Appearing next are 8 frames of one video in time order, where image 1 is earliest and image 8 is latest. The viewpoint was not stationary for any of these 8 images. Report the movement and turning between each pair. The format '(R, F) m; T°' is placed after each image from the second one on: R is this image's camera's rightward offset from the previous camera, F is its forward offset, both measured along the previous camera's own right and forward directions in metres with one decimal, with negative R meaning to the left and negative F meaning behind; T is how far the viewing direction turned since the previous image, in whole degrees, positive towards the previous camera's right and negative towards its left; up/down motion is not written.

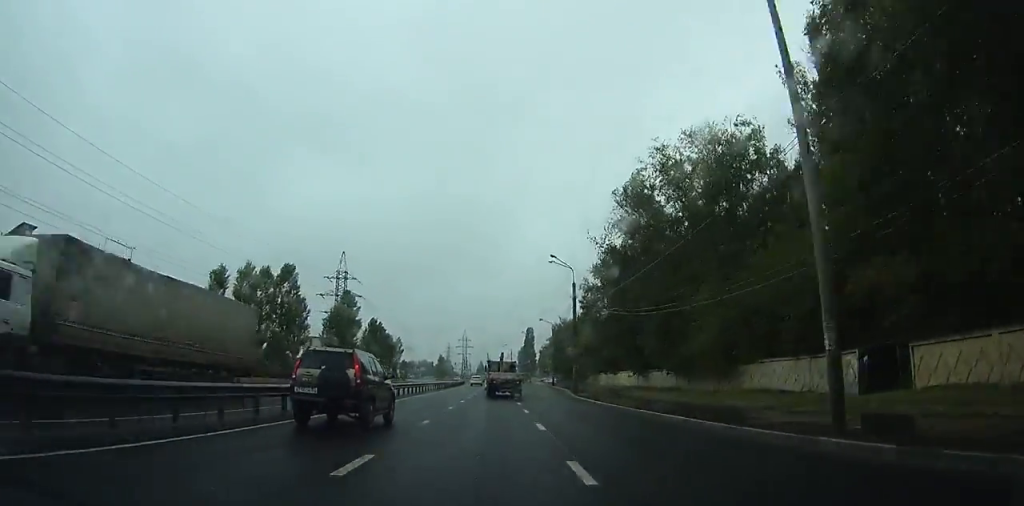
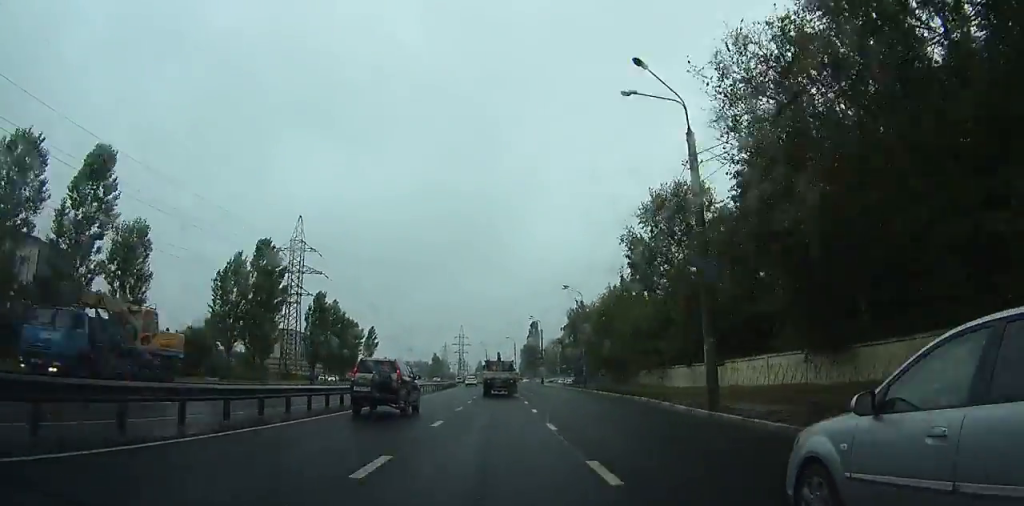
(-3.1, +33.0) m; -3°
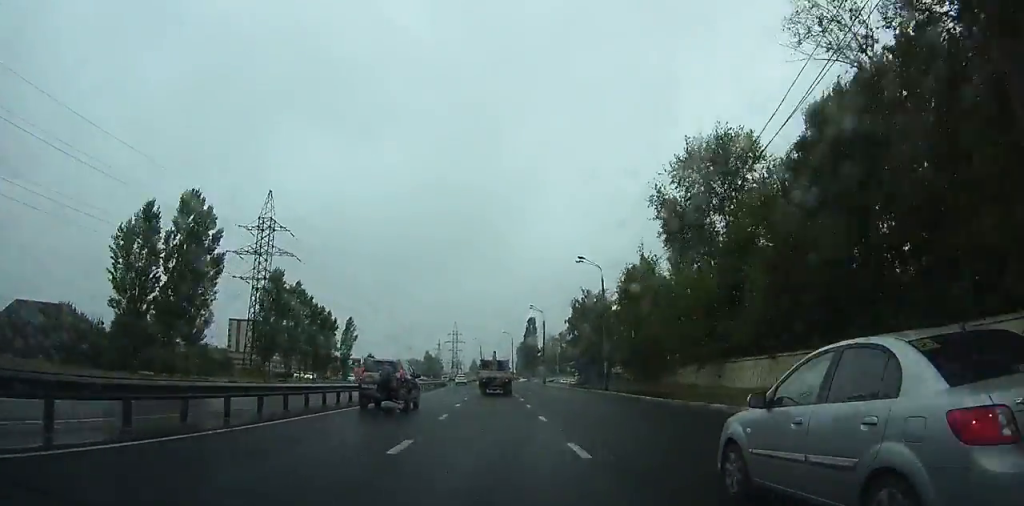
(+0.5, +14.0) m; +2°
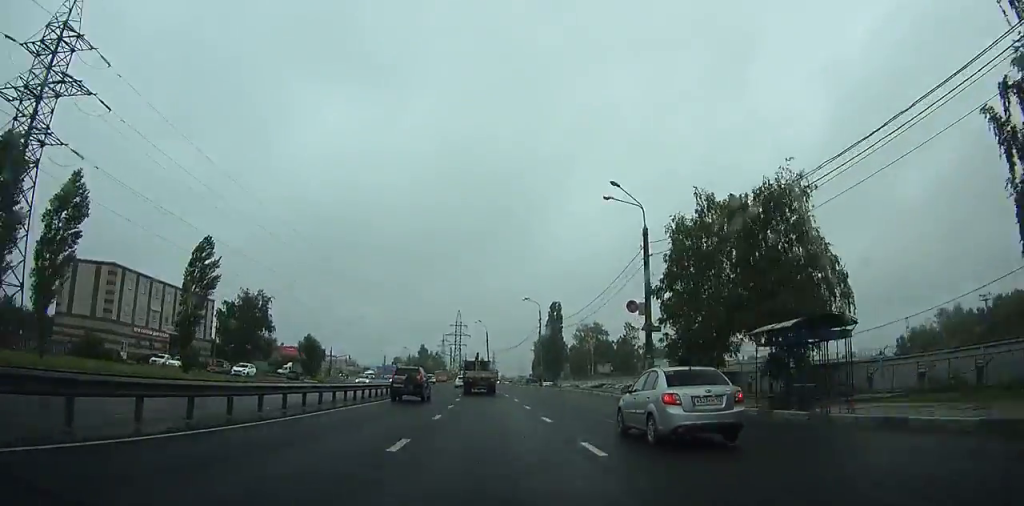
(+1.9, +56.7) m; +2°
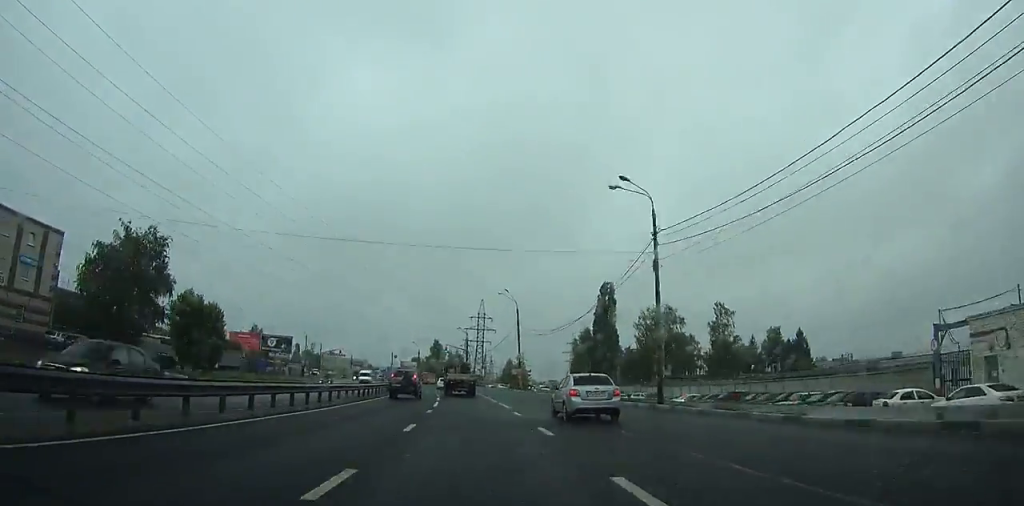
(-0.2, +44.2) m; -1°
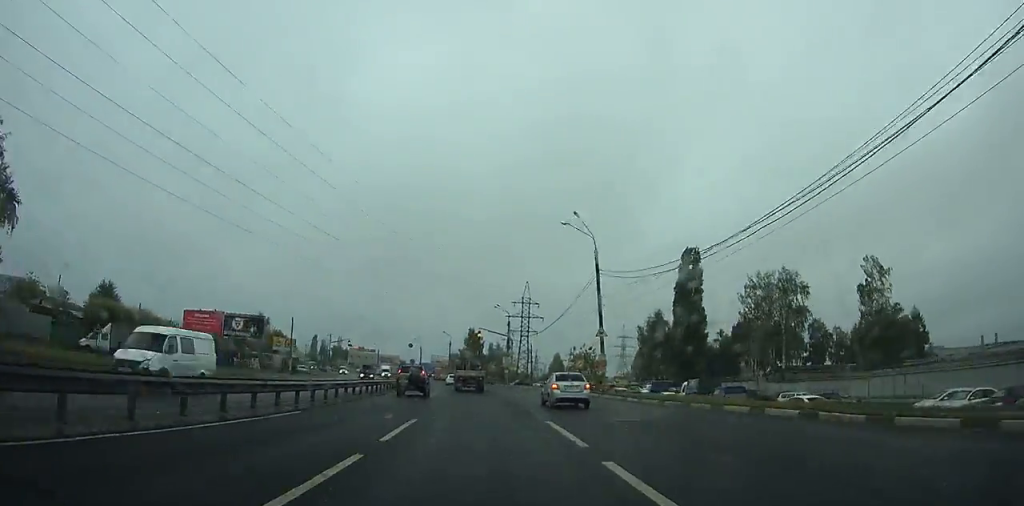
(-0.4, +32.0) m; -2°
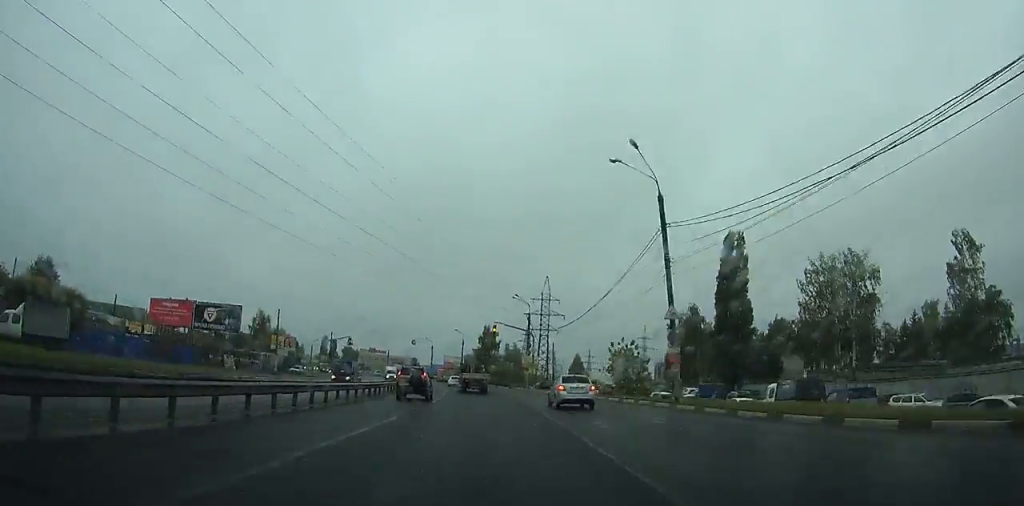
(0.0, +13.1) m; -1°
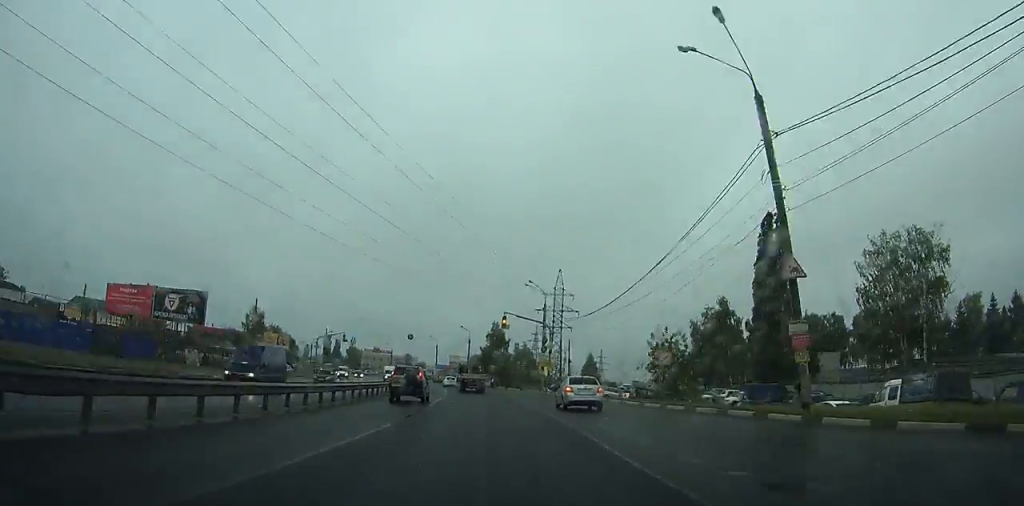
(-0.2, +10.6) m; -1°
